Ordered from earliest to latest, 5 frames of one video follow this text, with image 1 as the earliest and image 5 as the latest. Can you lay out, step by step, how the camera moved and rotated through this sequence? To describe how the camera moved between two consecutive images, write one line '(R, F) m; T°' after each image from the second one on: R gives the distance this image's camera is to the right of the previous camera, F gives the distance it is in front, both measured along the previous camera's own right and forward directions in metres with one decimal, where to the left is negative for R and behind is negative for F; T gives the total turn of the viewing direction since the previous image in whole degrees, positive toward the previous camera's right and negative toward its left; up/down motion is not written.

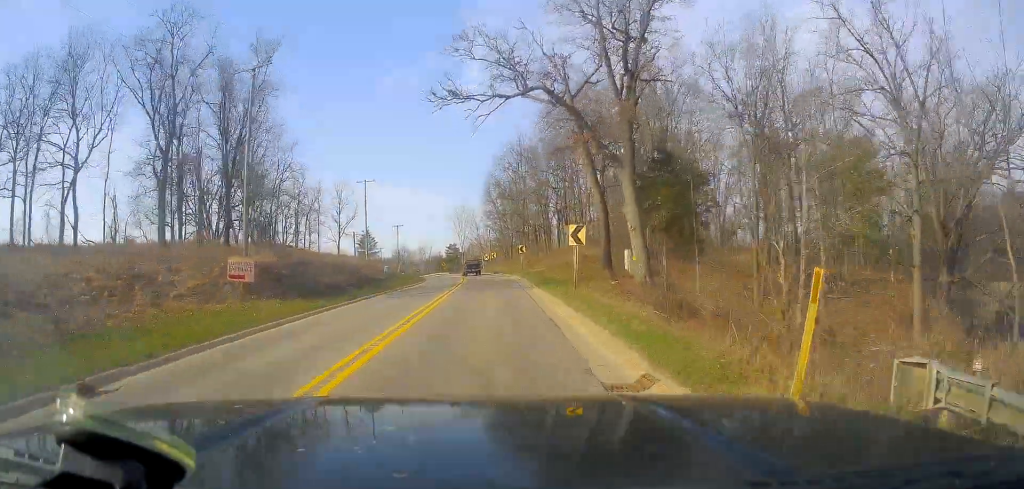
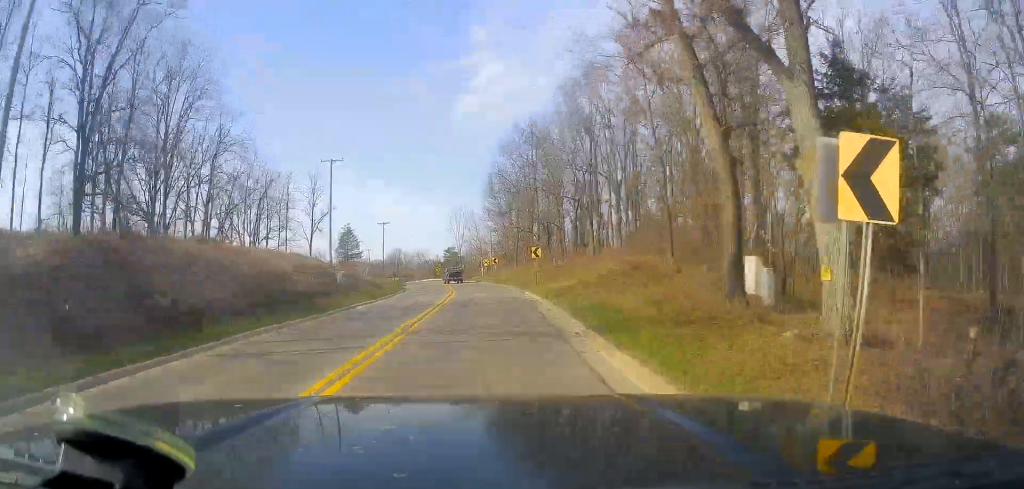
(+0.2, +17.7) m; -1°
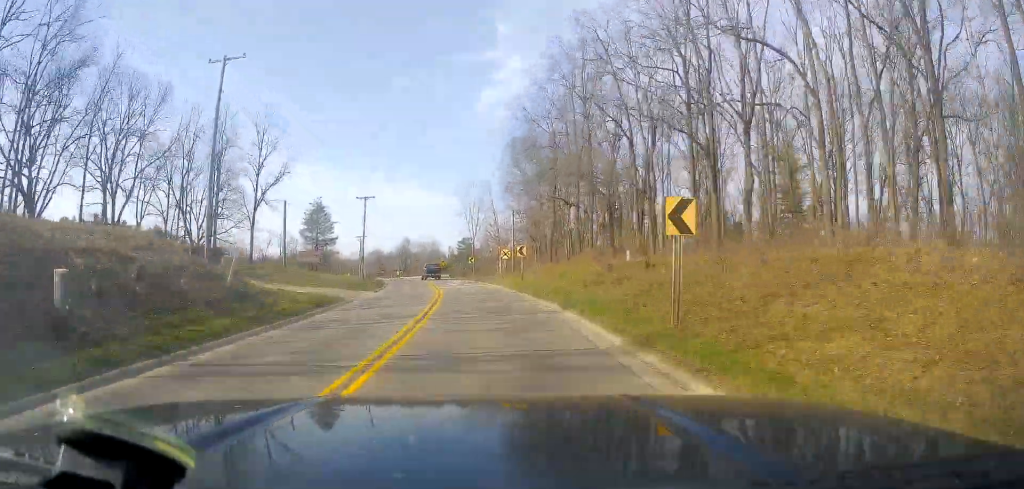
(-1.1, +29.0) m; -4°
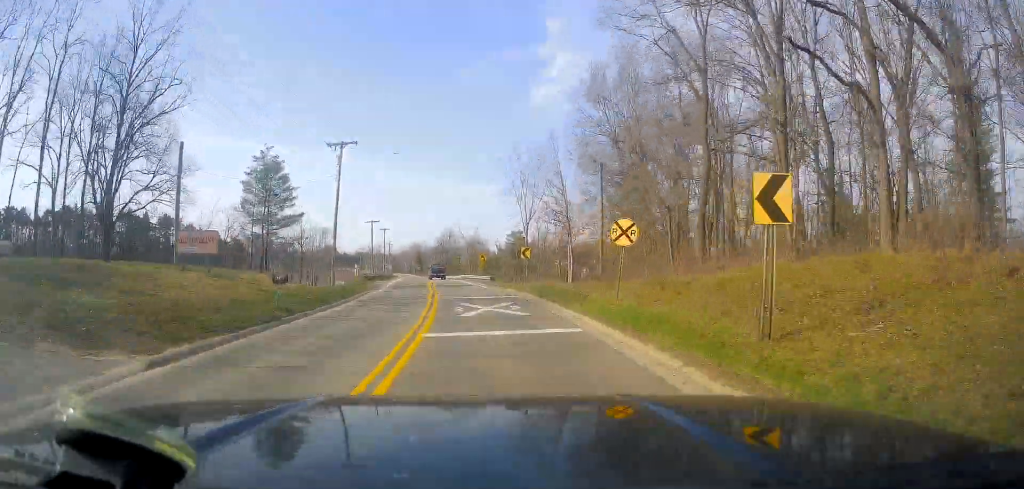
(-1.1, +32.5) m; -3°
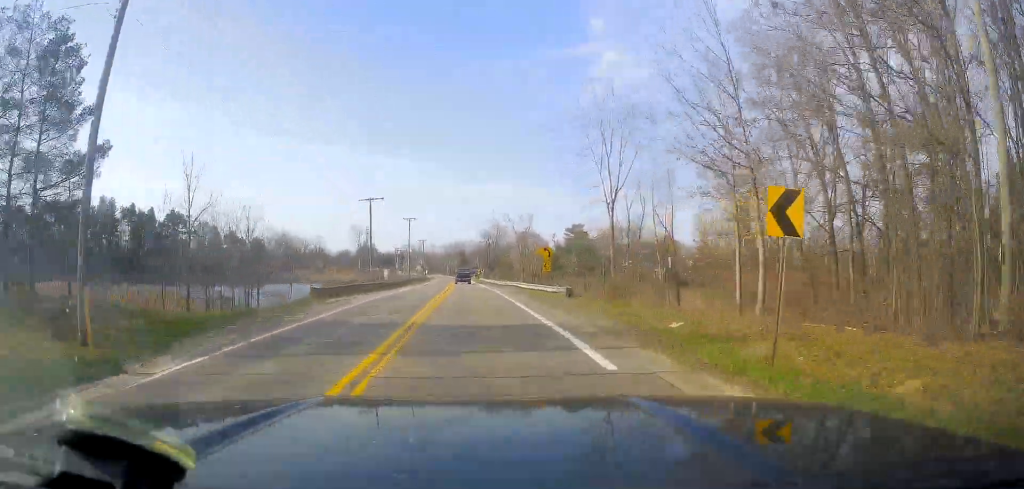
(-1.5, +31.3) m; -6°
